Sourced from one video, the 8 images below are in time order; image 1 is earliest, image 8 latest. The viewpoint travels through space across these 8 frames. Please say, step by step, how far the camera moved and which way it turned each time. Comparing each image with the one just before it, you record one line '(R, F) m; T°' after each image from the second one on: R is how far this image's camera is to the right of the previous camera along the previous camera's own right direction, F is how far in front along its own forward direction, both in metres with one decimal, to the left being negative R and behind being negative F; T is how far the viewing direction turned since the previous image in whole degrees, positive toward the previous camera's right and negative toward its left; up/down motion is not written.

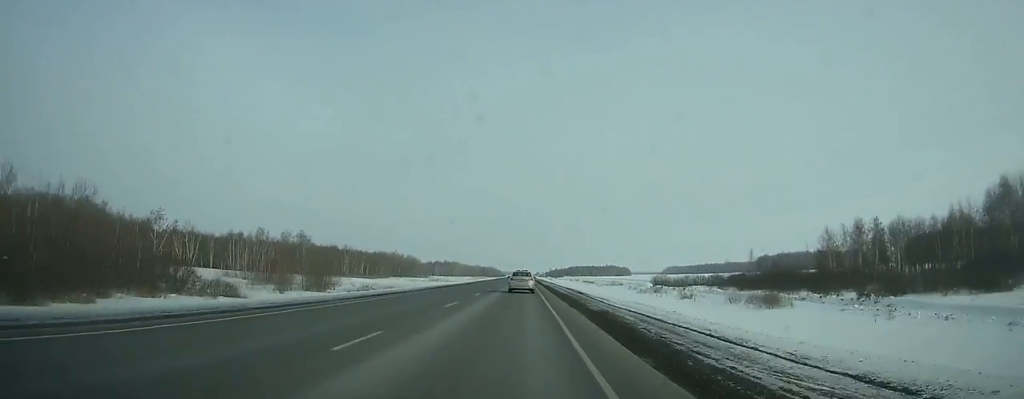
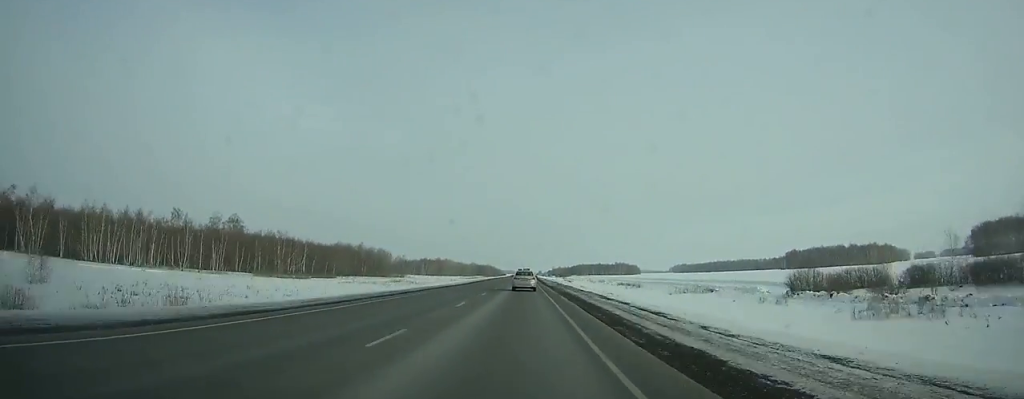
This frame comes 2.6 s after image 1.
(-0.1, +70.7) m; 0°
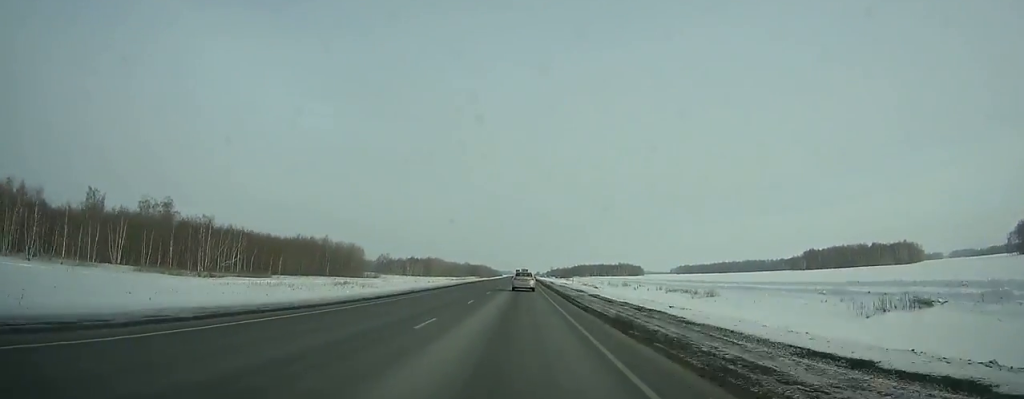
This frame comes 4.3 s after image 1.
(0.0, +45.9) m; 0°
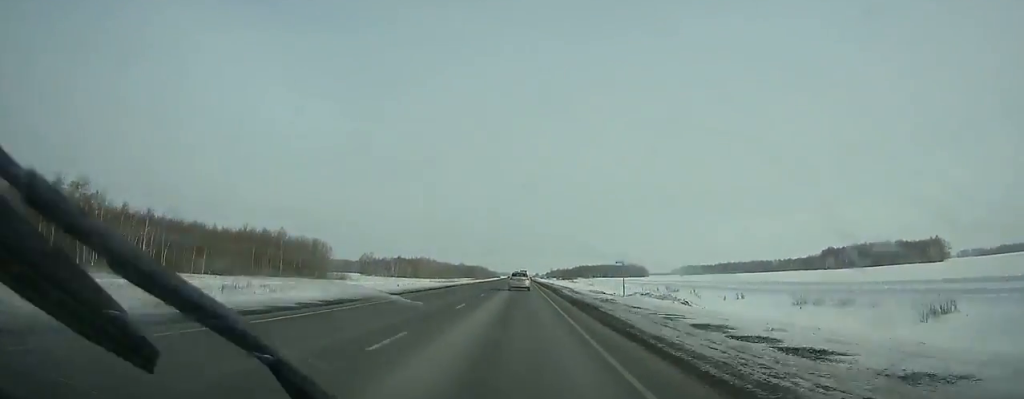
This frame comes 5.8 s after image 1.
(0.0, +40.3) m; 0°
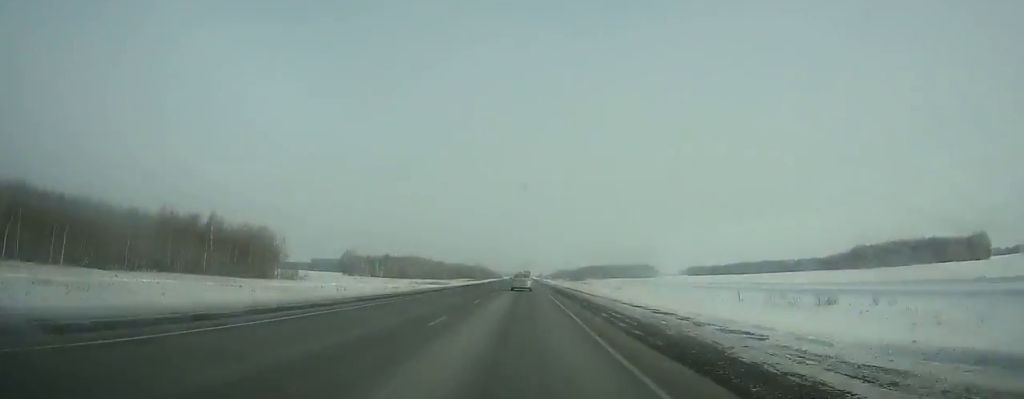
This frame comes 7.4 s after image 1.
(0.0, +42.9) m; 0°
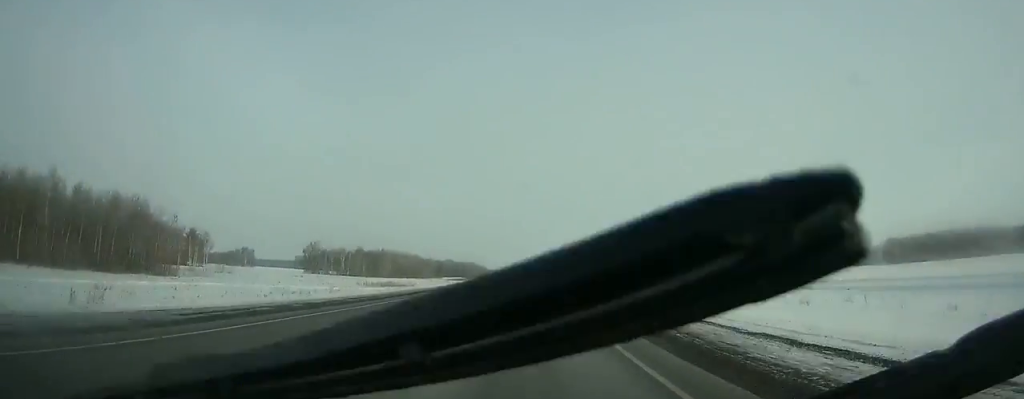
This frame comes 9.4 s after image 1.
(-0.1, +53.8) m; 0°
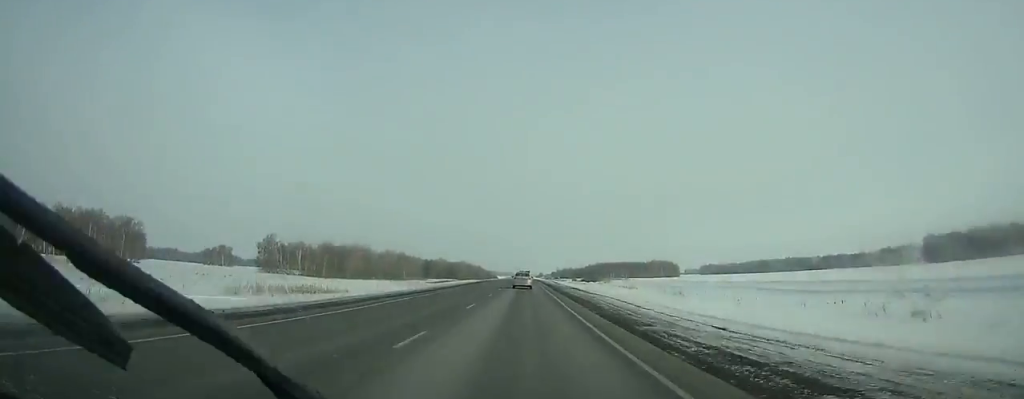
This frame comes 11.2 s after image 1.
(0.0, +48.4) m; 0°
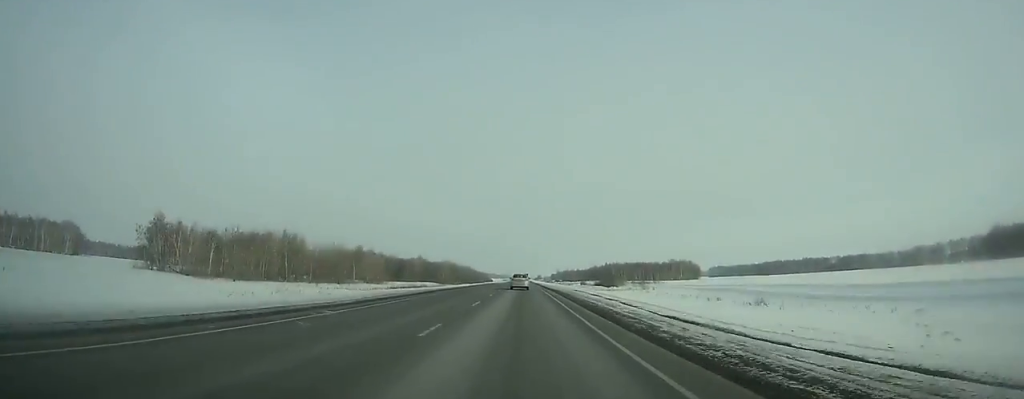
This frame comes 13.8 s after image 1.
(+0.1, +70.1) m; 0°
